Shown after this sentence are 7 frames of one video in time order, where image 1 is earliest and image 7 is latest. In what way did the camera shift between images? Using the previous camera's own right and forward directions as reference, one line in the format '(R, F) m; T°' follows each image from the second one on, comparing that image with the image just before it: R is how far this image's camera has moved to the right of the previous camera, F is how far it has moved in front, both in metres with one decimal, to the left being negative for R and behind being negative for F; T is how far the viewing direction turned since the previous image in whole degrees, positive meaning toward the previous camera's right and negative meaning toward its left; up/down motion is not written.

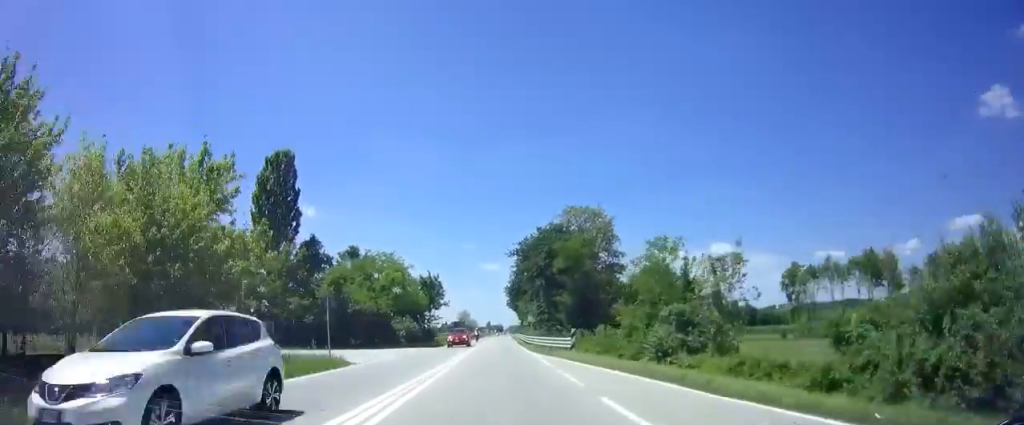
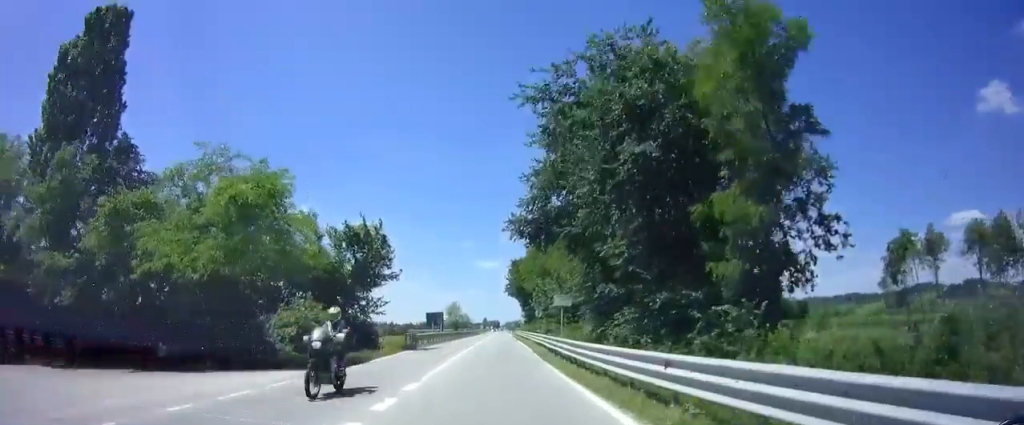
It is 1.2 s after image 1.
(+0.3, +29.3) m; 0°
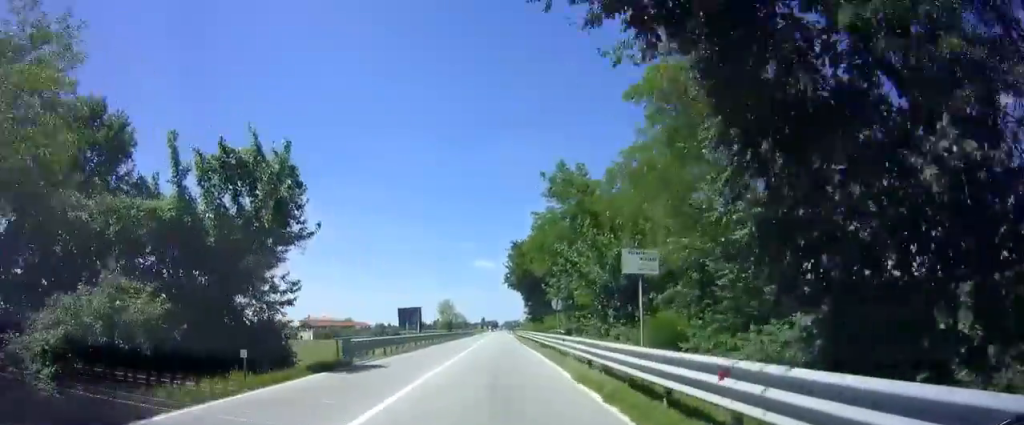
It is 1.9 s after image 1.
(-0.1, +16.3) m; 0°
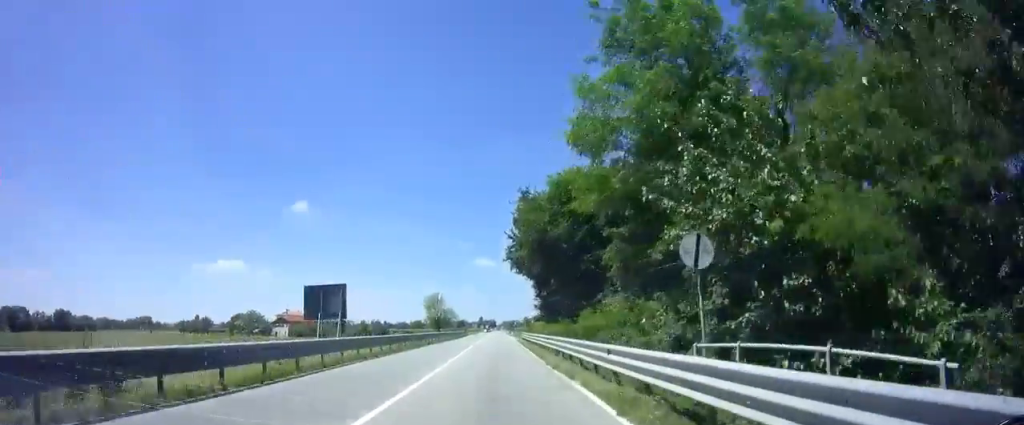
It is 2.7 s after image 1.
(0.0, +21.2) m; 0°
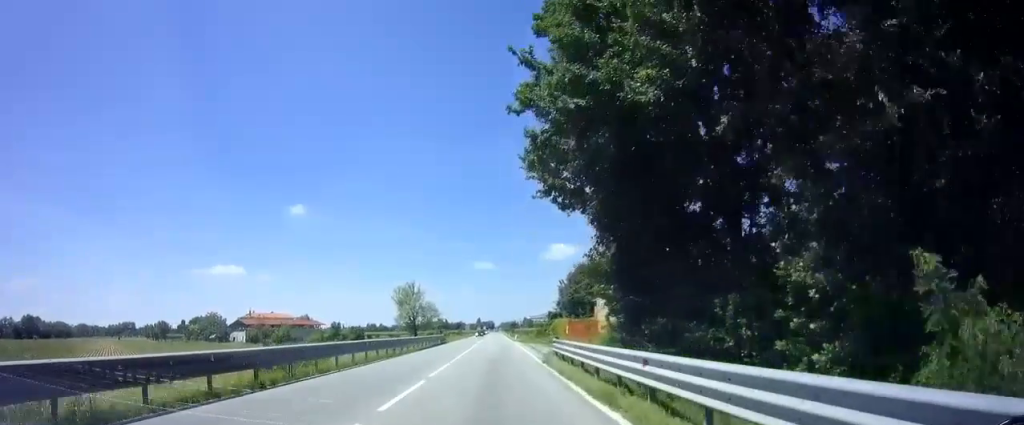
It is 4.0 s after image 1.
(0.0, +30.1) m; 0°
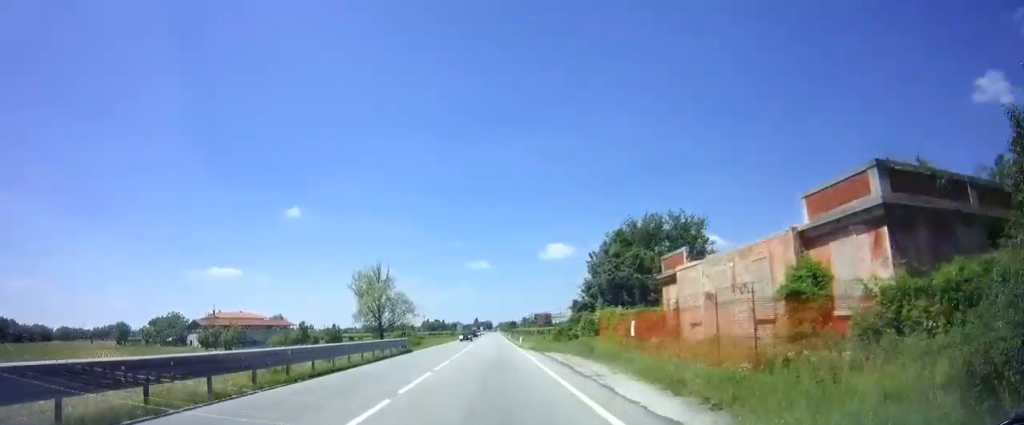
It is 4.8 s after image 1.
(0.0, +21.1) m; 0°
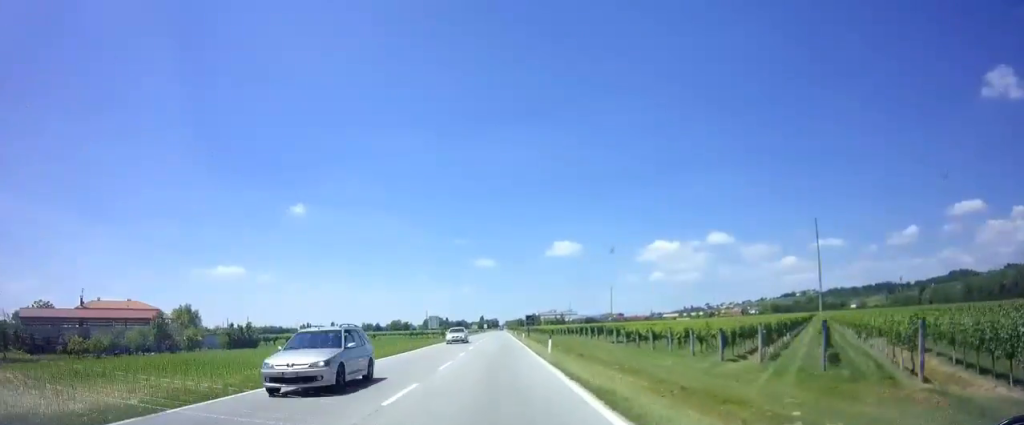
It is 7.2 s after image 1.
(-0.5, +57.5) m; -1°
